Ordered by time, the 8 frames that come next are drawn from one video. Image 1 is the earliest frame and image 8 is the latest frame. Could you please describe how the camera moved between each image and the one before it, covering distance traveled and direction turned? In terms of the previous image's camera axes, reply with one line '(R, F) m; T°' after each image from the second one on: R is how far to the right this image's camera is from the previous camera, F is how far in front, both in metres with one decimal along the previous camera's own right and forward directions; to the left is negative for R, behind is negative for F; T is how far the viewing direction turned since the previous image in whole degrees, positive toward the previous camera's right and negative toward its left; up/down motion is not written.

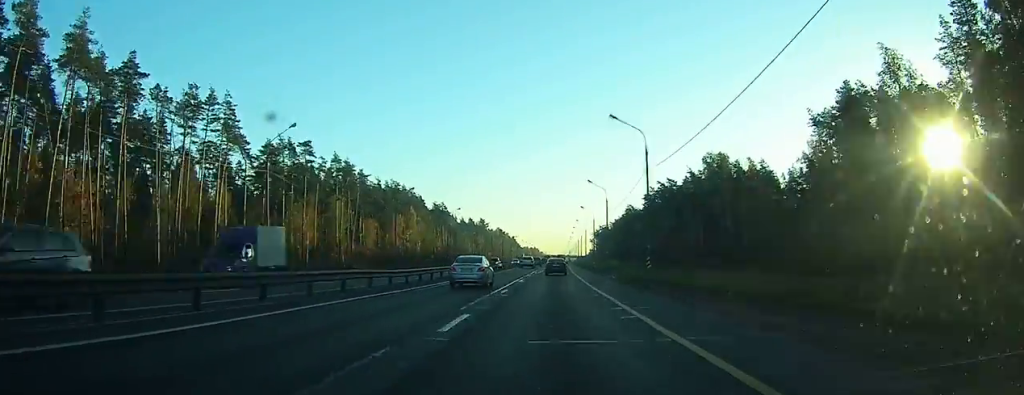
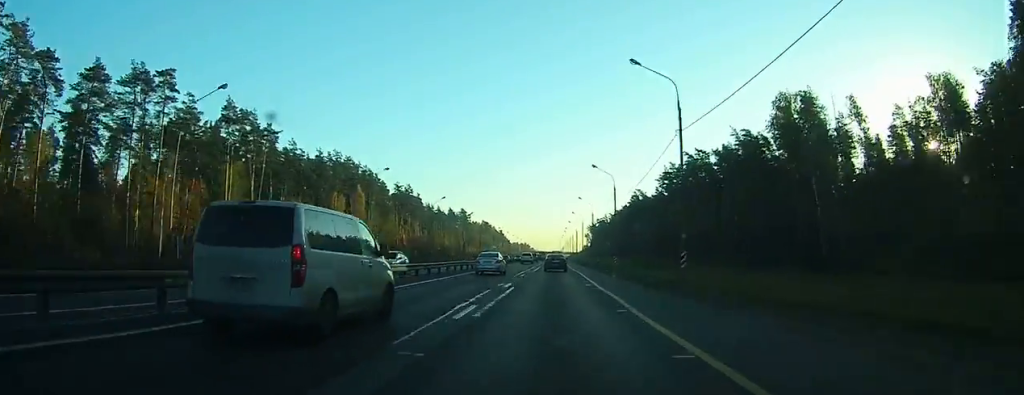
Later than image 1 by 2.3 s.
(+0.5, +46.9) m; +1°
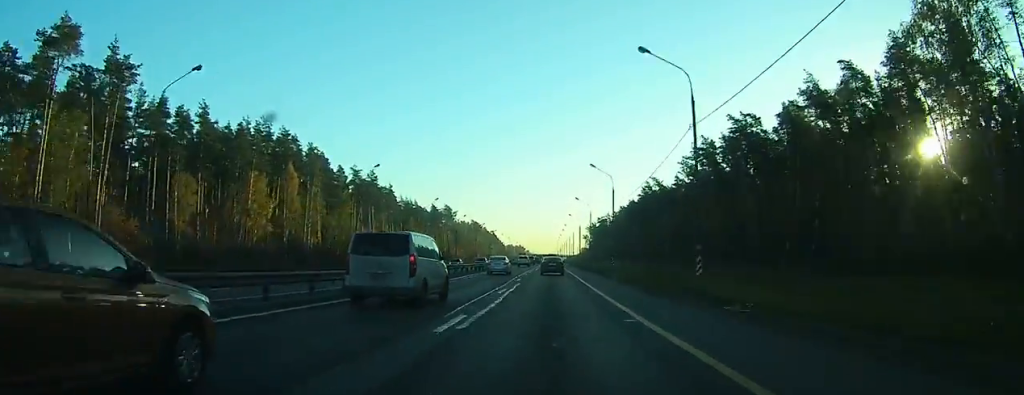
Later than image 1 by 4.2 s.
(+0.2, +36.5) m; 0°
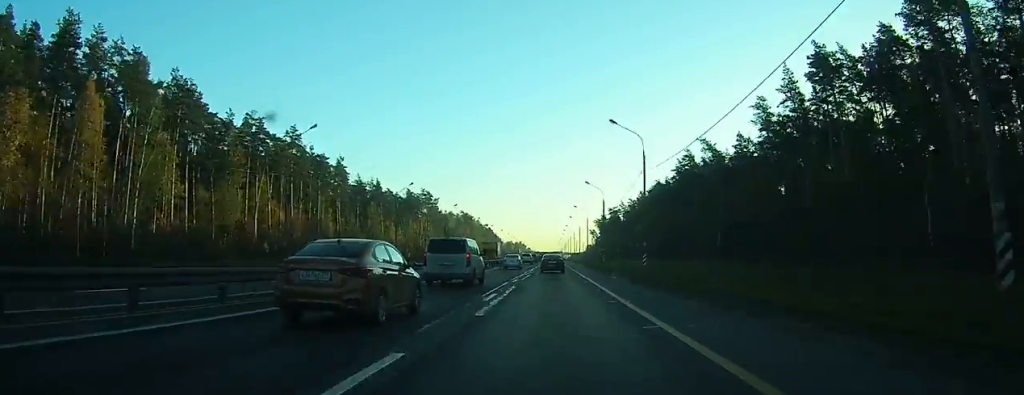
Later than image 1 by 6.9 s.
(0.0, +51.4) m; 0°
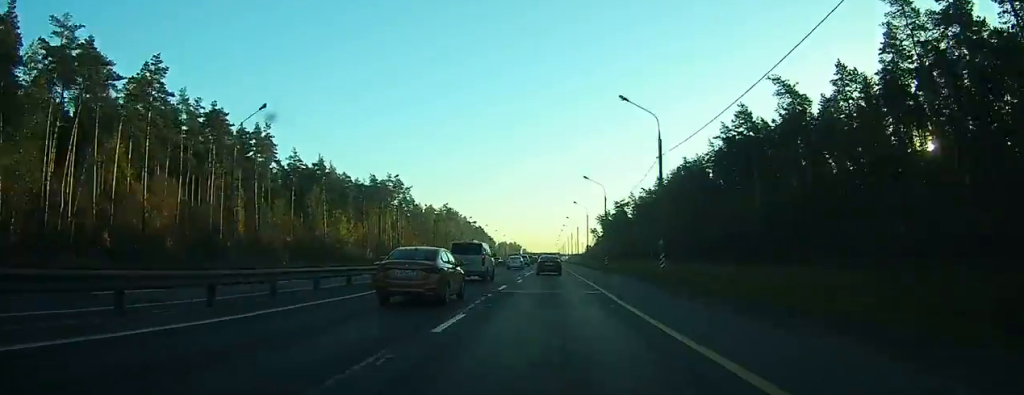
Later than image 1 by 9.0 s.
(0.0, +43.8) m; 0°
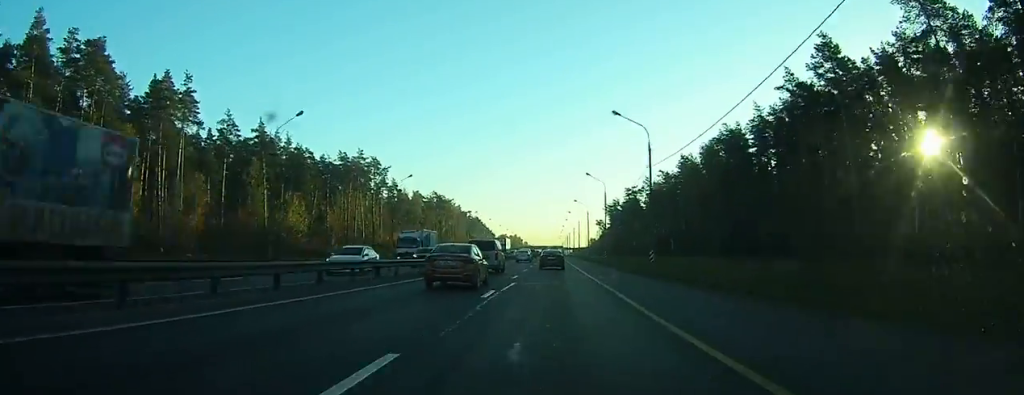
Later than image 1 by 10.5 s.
(-0.1, +31.6) m; 0°
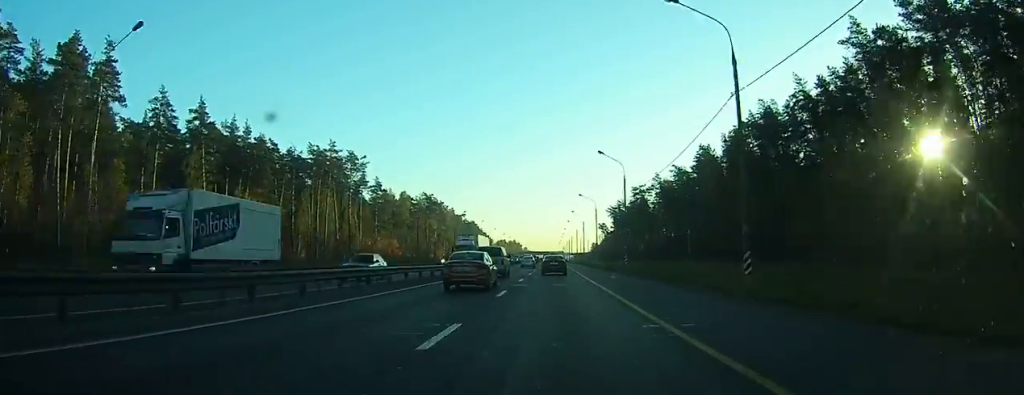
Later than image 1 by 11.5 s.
(0.0, +20.3) m; 0°
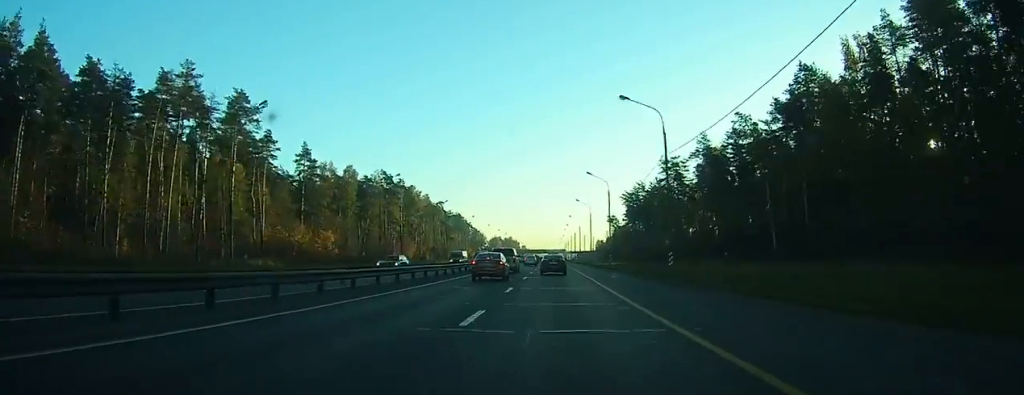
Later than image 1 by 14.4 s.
(+0.3, +55.1) m; 0°
